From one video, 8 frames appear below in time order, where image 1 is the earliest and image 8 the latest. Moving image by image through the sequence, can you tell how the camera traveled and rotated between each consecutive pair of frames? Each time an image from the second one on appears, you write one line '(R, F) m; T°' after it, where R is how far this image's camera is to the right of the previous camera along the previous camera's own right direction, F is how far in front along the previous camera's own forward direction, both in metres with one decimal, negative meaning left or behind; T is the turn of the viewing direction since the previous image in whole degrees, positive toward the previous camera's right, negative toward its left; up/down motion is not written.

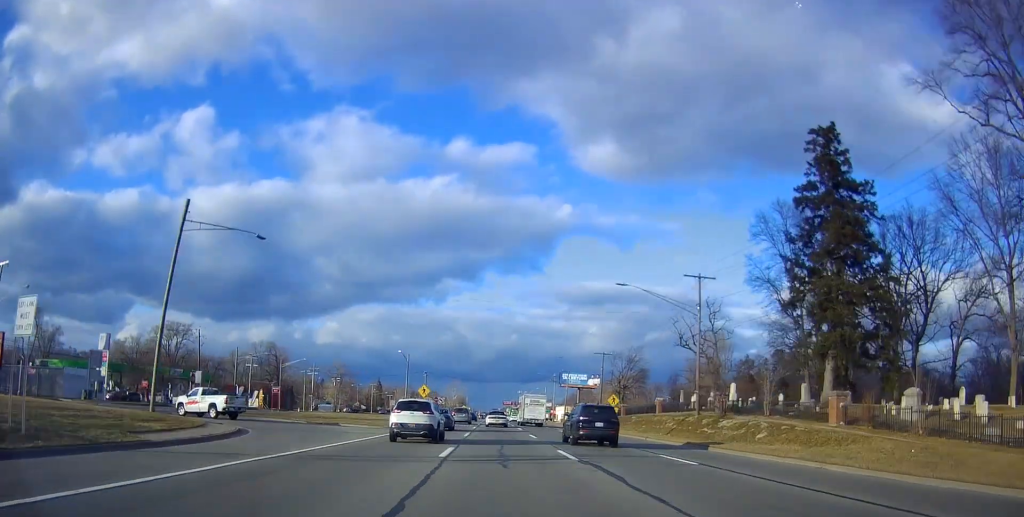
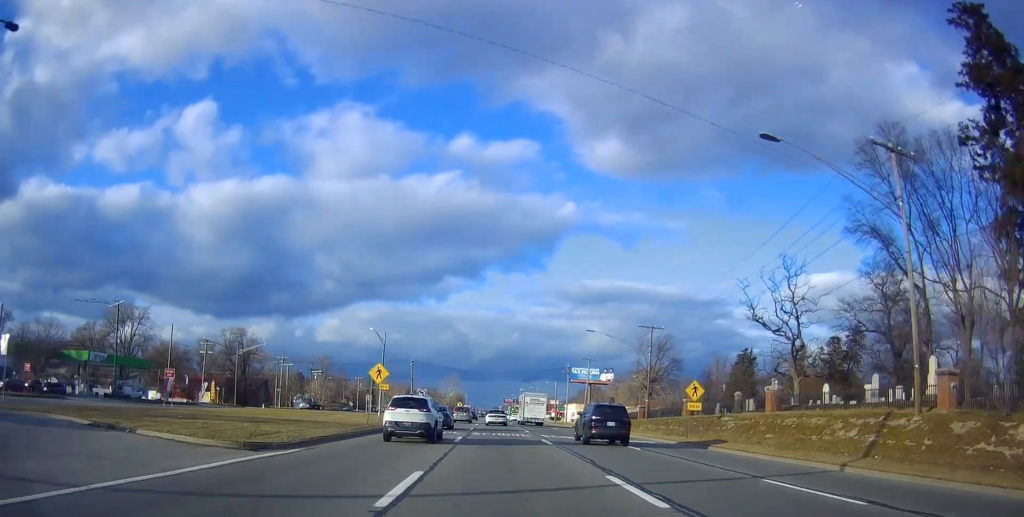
(+0.4, +23.6) m; +2°
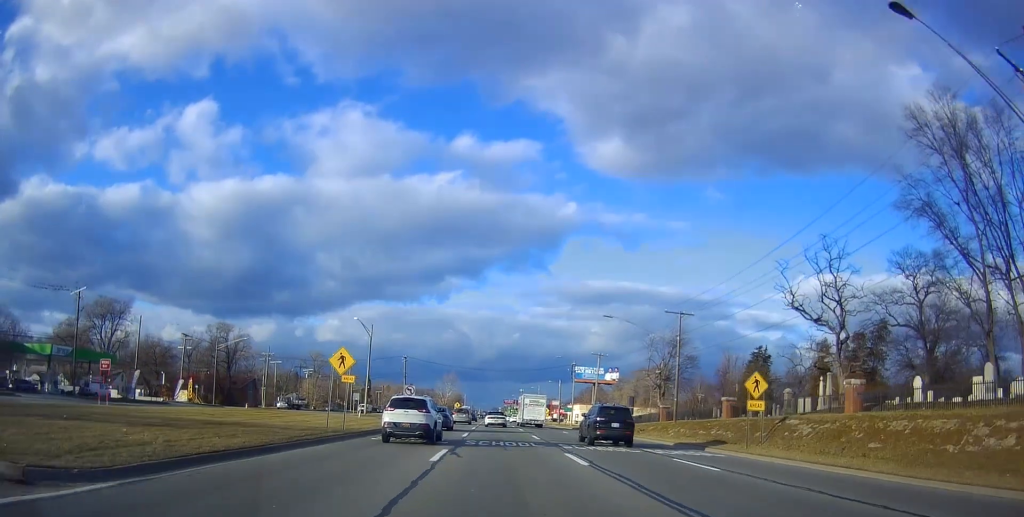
(+0.1, +8.7) m; 0°
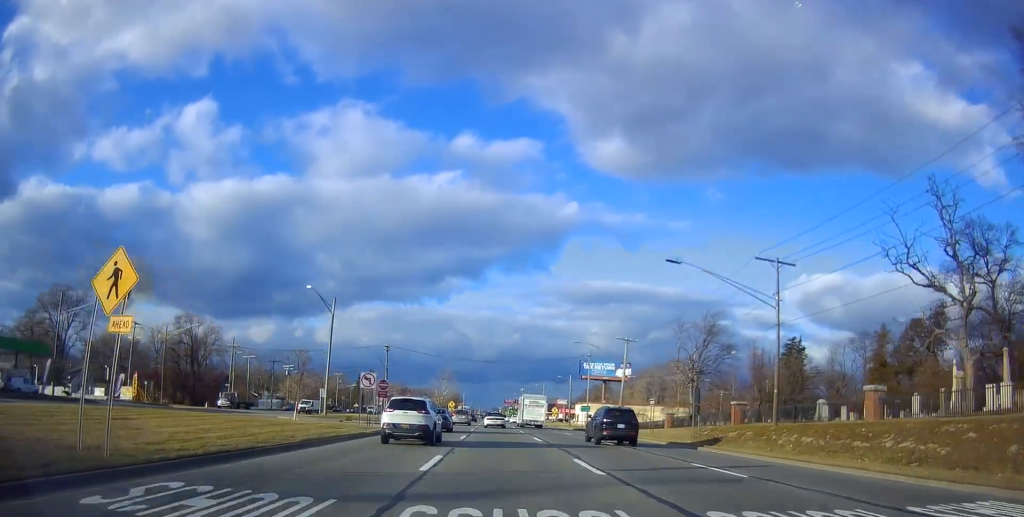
(0.0, +17.4) m; -2°
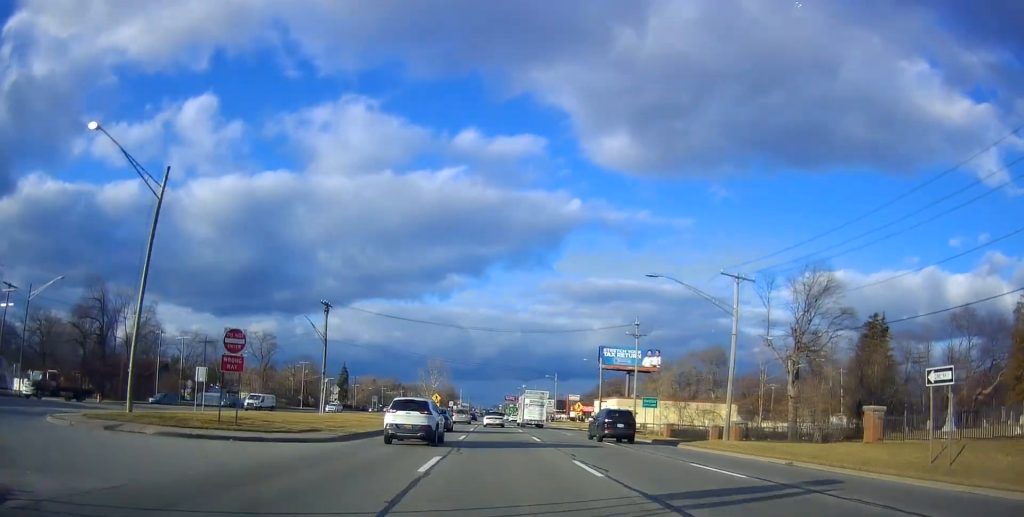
(-0.2, +30.9) m; +1°
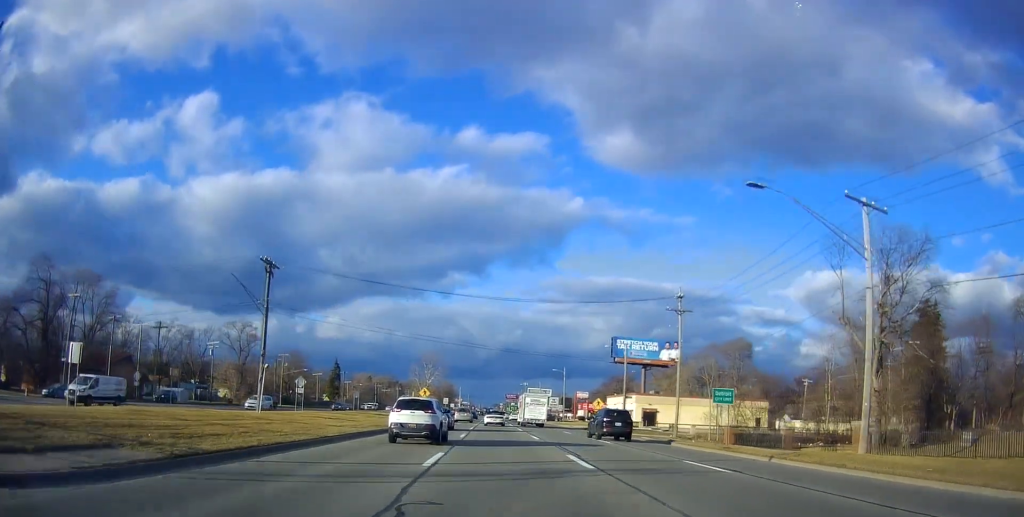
(0.0, +14.4) m; 0°
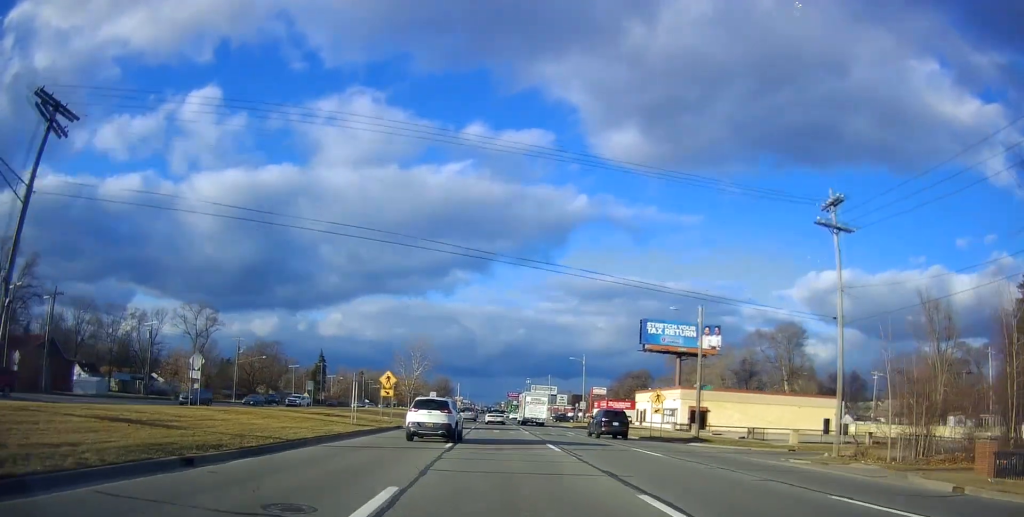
(+0.1, +23.7) m; +1°
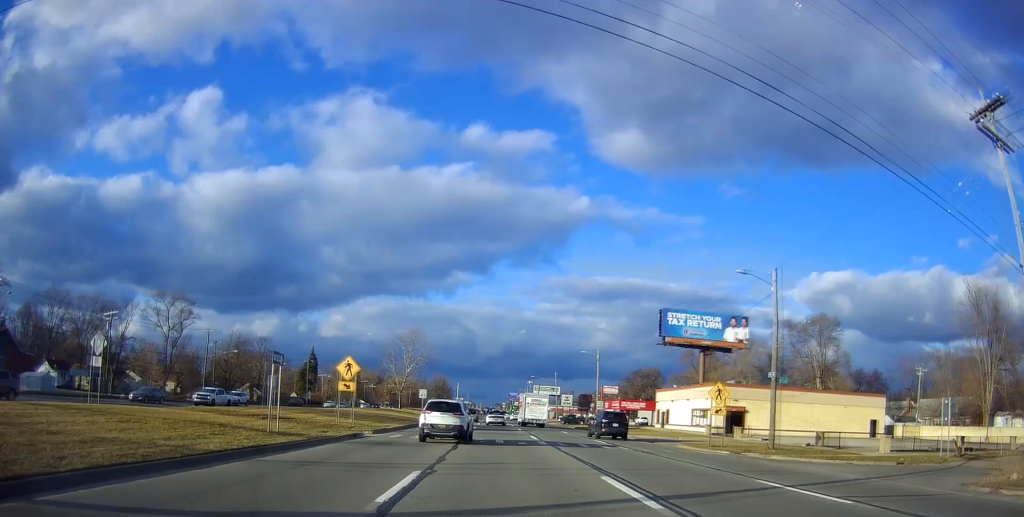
(+0.1, +12.0) m; 0°
